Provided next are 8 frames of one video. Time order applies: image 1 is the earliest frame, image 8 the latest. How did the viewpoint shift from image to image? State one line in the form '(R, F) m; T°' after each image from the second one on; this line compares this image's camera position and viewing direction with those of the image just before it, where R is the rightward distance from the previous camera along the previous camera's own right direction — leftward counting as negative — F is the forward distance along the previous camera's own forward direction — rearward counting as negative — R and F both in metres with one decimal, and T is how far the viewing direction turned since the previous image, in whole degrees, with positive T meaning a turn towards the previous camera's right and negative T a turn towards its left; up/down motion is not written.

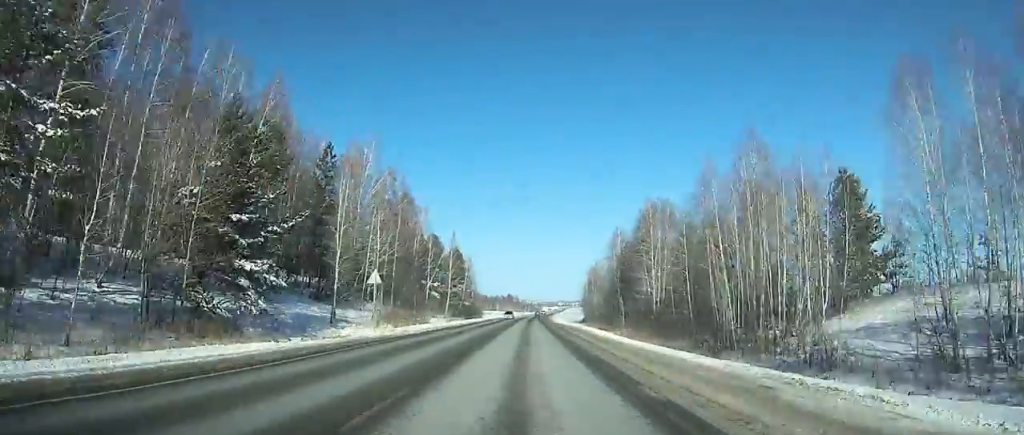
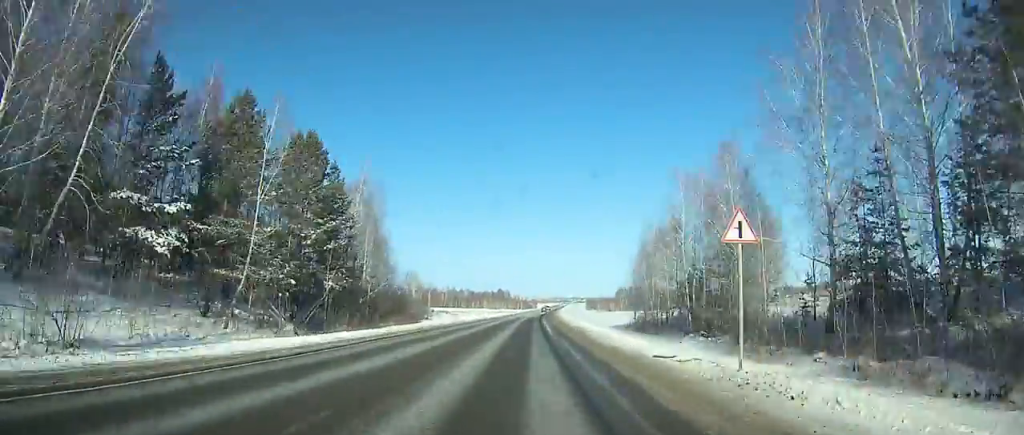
(+1.0, +86.3) m; +1°
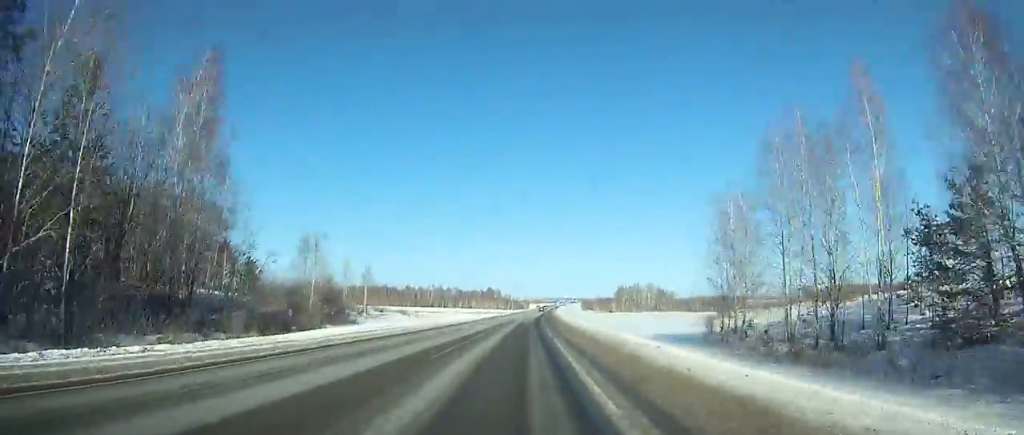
(+0.3, +37.9) m; +1°
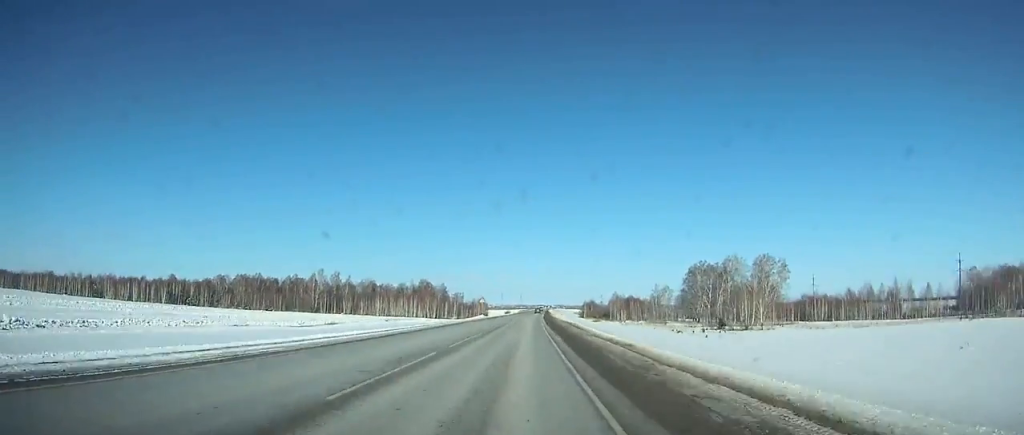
(+6.7, +235.1) m; +3°
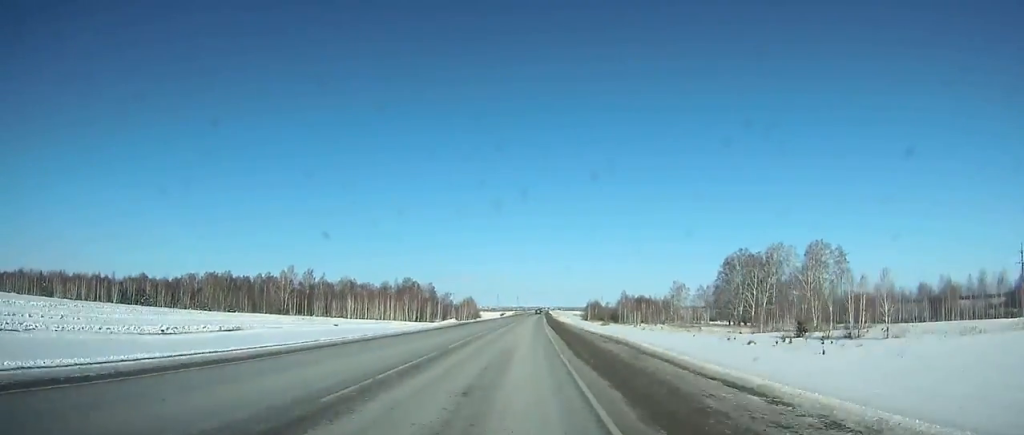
(0.0, +35.3) m; 0°
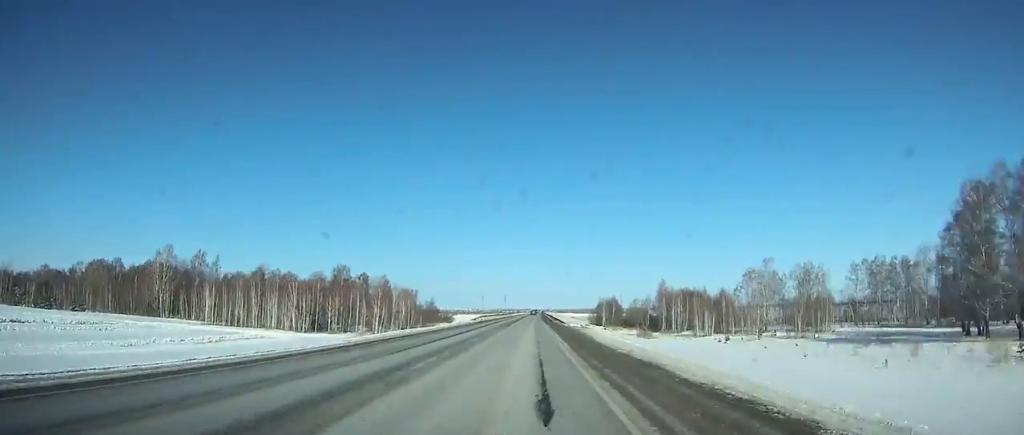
(+0.7, +90.0) m; +1°
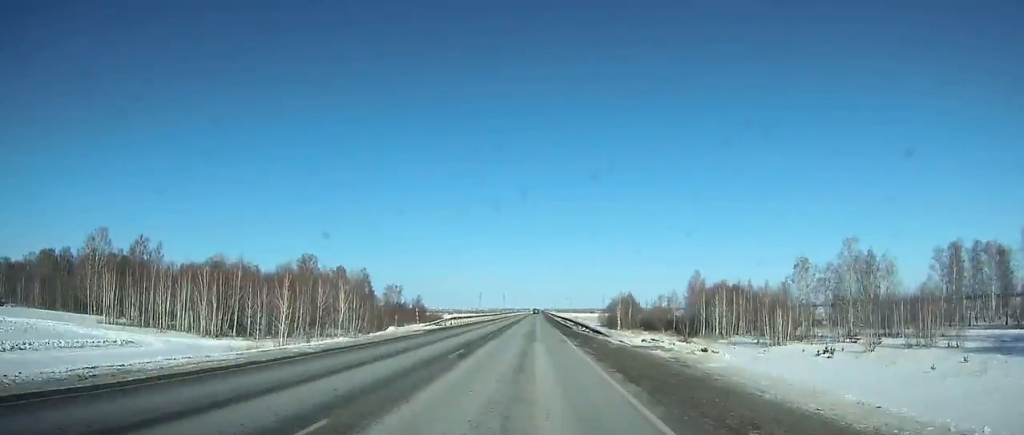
(+0.1, +32.9) m; 0°
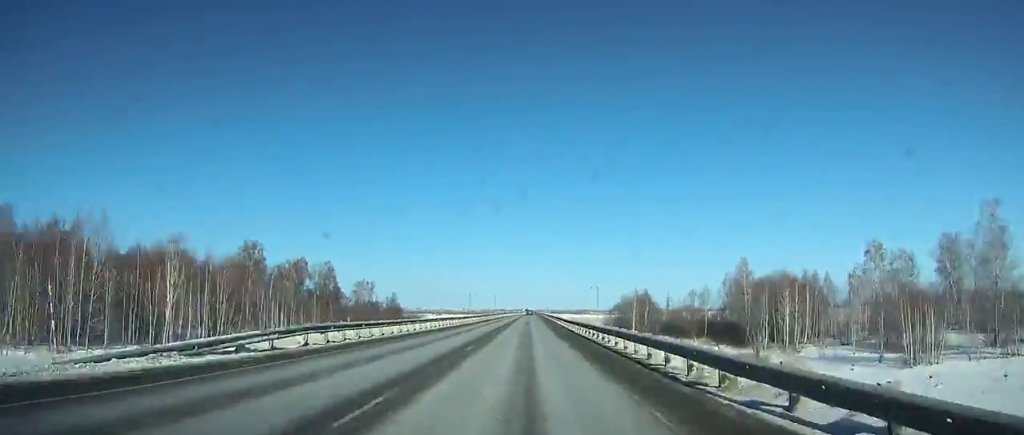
(0.0, +32.8) m; 0°
